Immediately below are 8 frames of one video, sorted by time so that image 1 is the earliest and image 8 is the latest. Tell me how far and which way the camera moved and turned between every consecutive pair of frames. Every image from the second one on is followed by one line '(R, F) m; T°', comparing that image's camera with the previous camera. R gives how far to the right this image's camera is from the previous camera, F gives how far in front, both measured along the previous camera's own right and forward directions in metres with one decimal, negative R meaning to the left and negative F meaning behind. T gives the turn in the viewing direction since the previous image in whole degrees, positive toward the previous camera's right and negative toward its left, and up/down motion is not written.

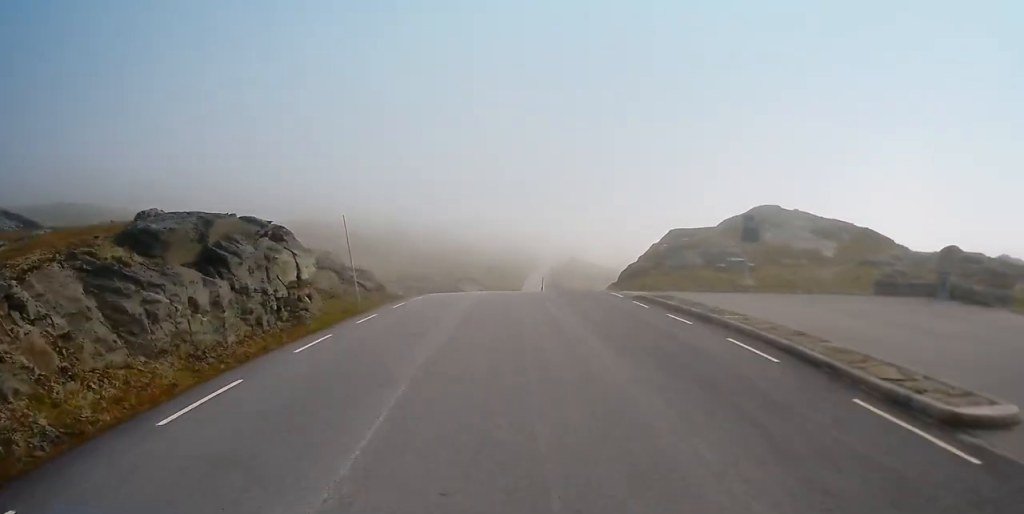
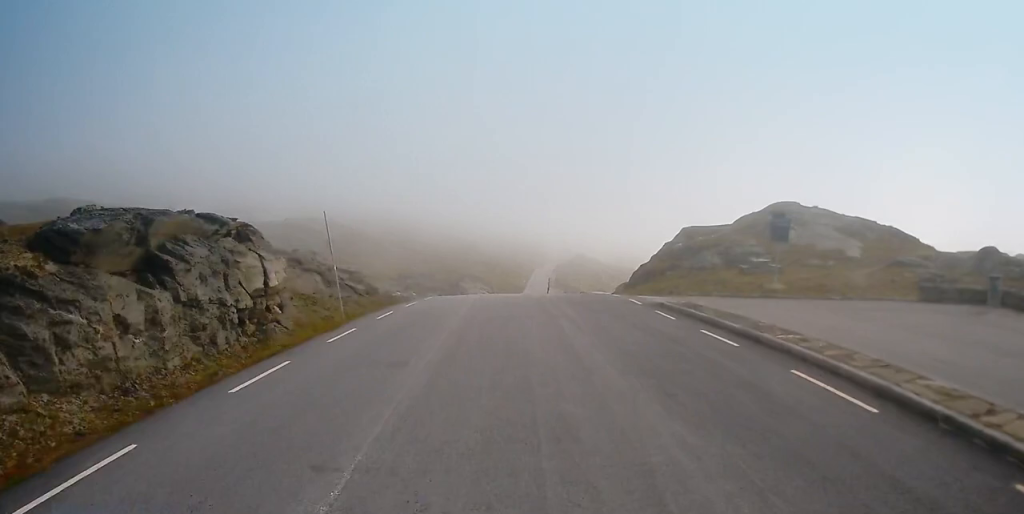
(-0.4, +3.7) m; -1°
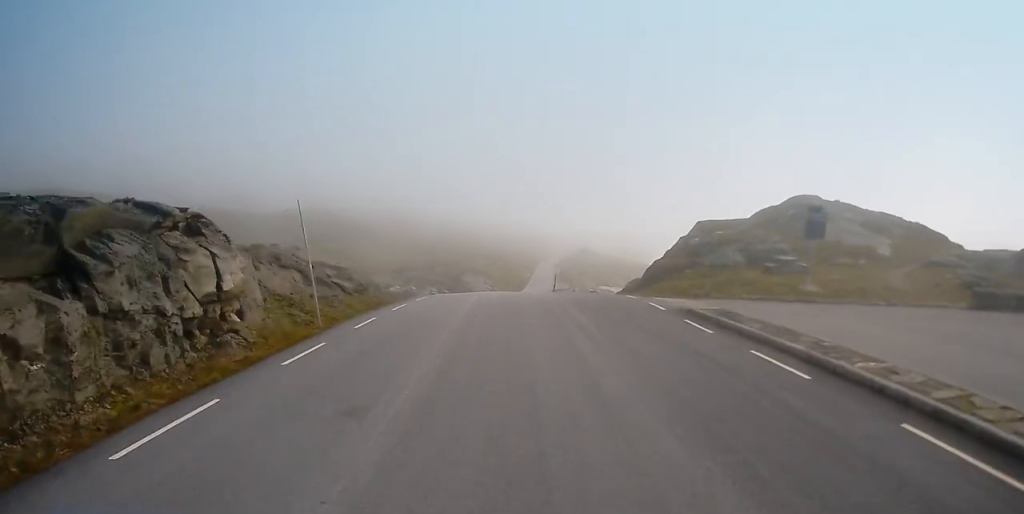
(-0.3, +3.7) m; -1°
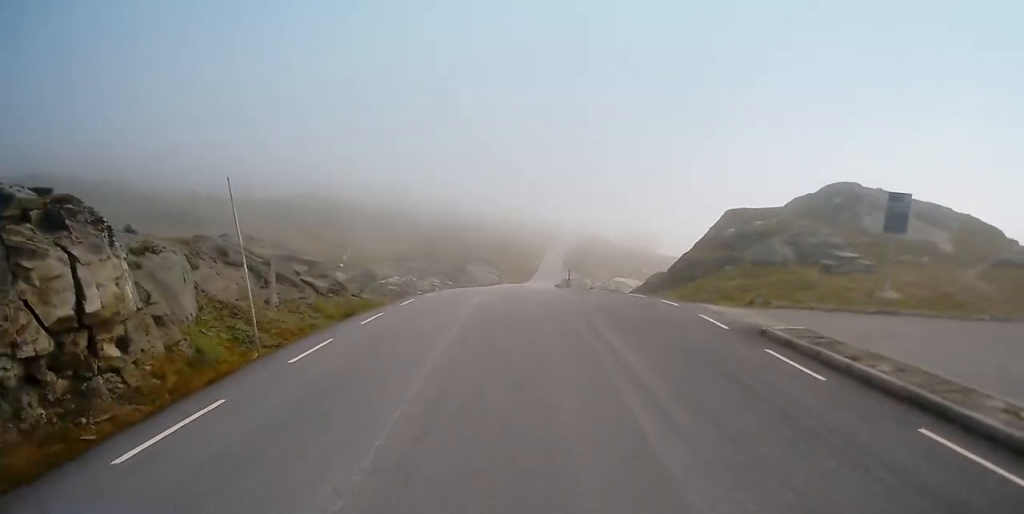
(+0.2, +6.4) m; +2°
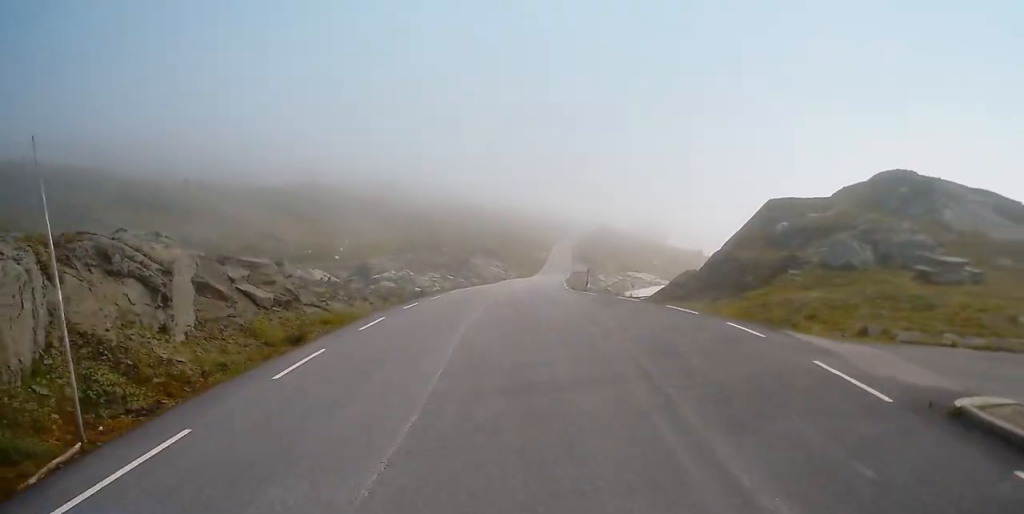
(+0.2, +7.8) m; 0°
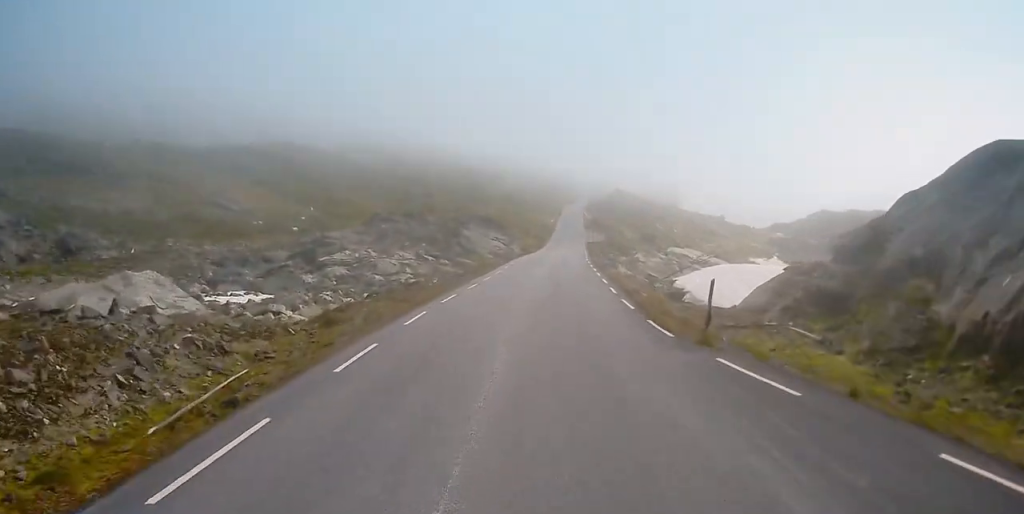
(-0.3, +23.7) m; +2°
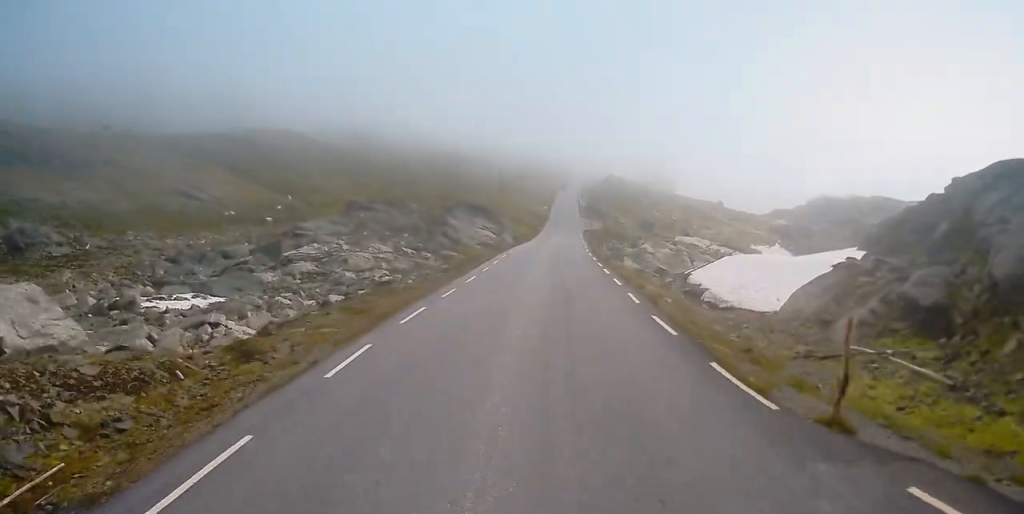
(+0.1, +7.0) m; -1°
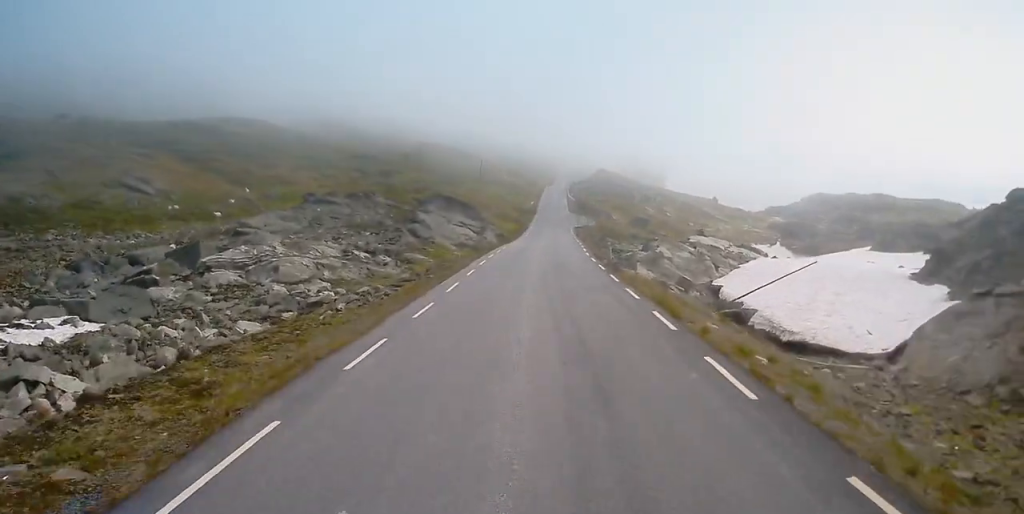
(-0.2, +11.7) m; +1°
